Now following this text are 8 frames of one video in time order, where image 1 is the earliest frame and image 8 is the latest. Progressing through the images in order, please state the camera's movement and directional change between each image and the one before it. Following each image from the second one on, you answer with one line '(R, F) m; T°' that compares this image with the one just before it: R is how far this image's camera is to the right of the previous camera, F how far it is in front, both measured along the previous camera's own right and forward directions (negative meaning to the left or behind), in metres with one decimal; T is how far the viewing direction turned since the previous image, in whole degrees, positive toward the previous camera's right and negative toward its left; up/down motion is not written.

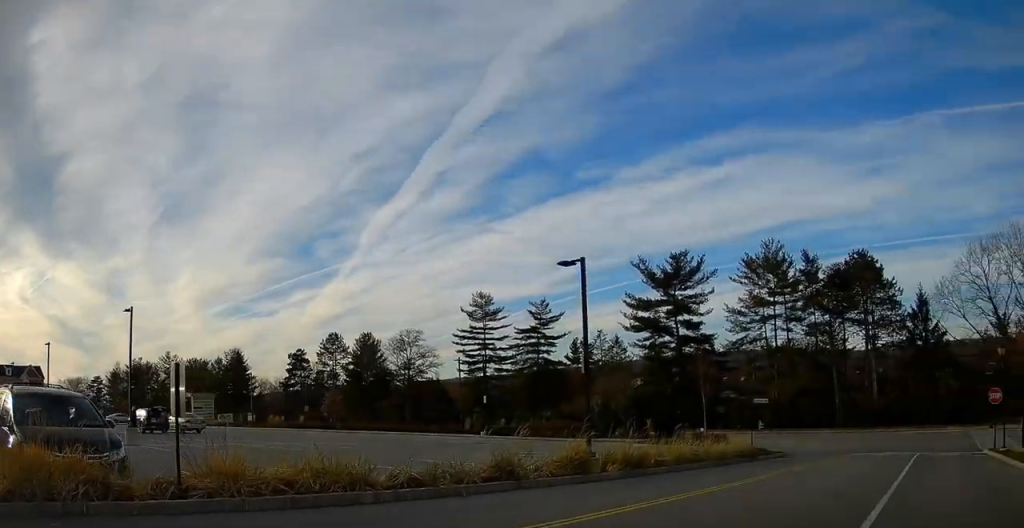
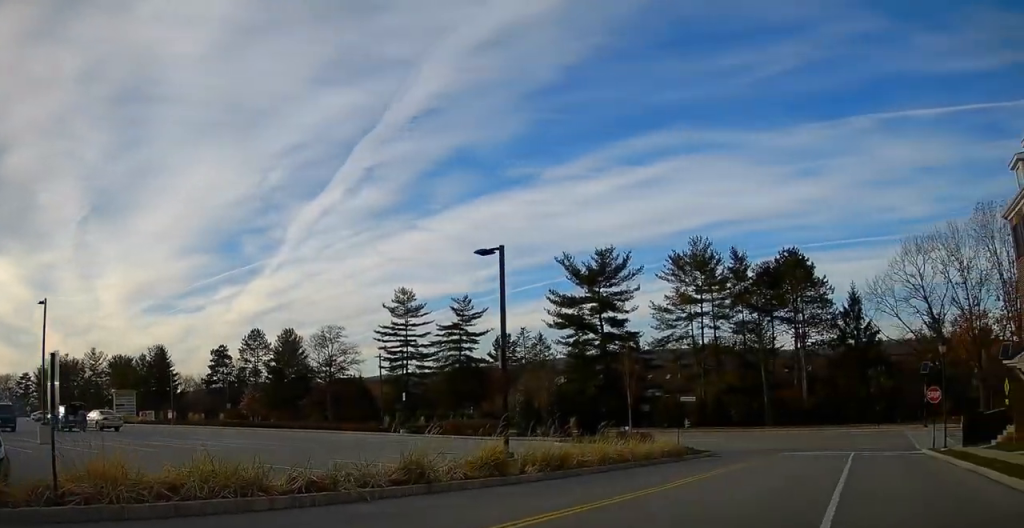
(0.0, +1.0) m; +5°
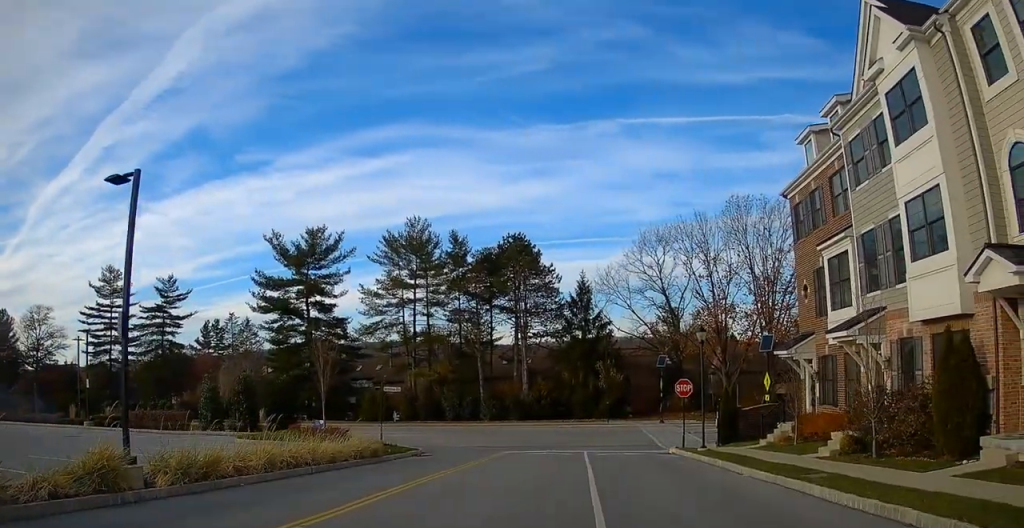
(+1.3, +4.2) m; +27°
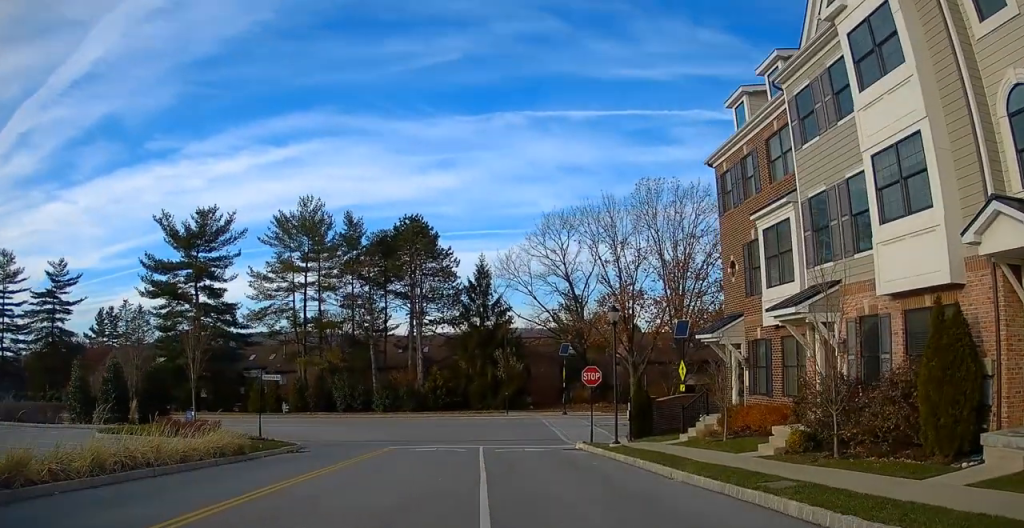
(+0.1, +3.2) m; +5°
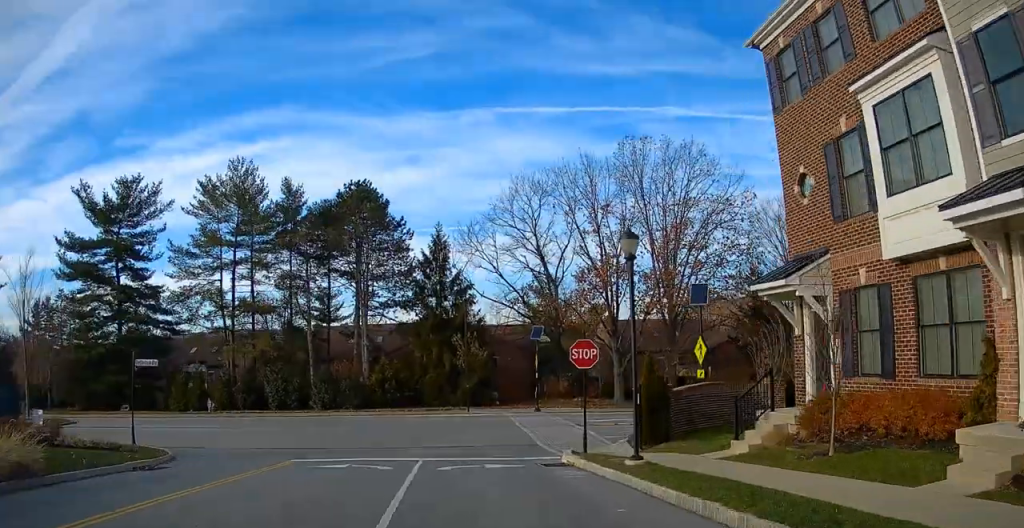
(+0.5, +8.6) m; +3°
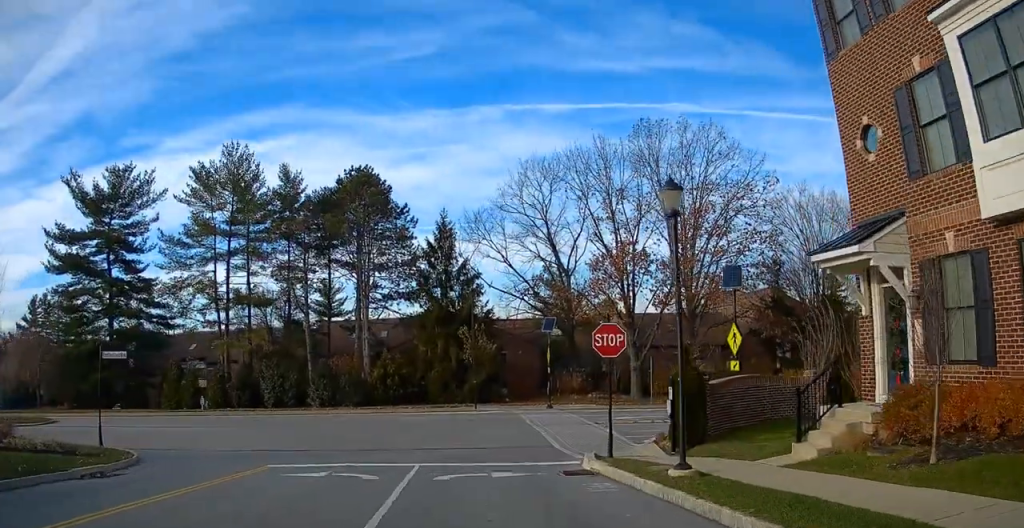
(-0.1, +2.7) m; -1°
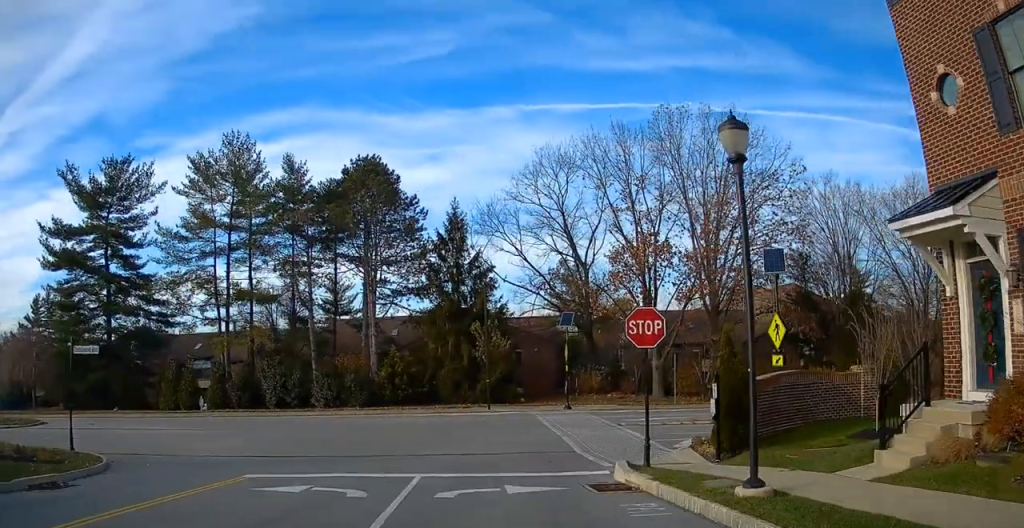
(0.0, +2.4) m; 0°
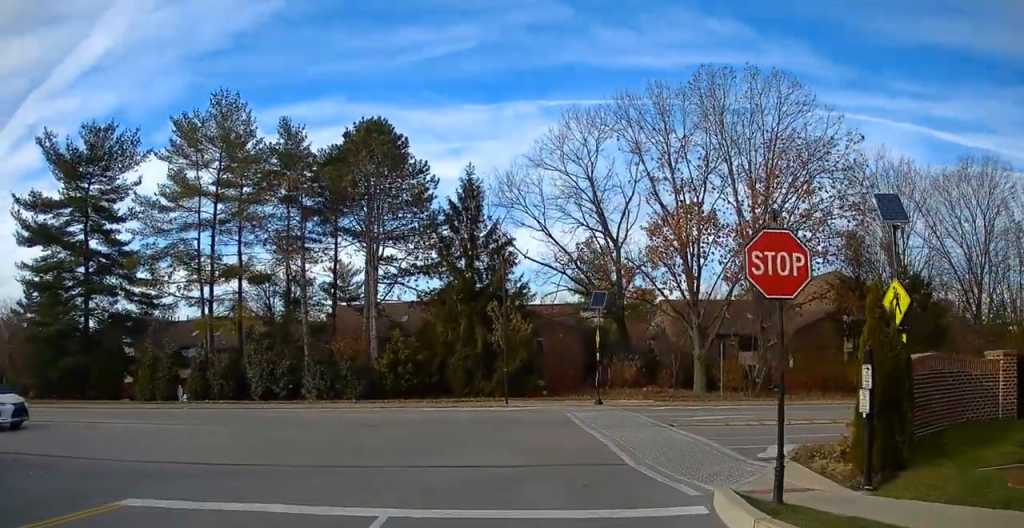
(0.0, +5.7) m; -2°
